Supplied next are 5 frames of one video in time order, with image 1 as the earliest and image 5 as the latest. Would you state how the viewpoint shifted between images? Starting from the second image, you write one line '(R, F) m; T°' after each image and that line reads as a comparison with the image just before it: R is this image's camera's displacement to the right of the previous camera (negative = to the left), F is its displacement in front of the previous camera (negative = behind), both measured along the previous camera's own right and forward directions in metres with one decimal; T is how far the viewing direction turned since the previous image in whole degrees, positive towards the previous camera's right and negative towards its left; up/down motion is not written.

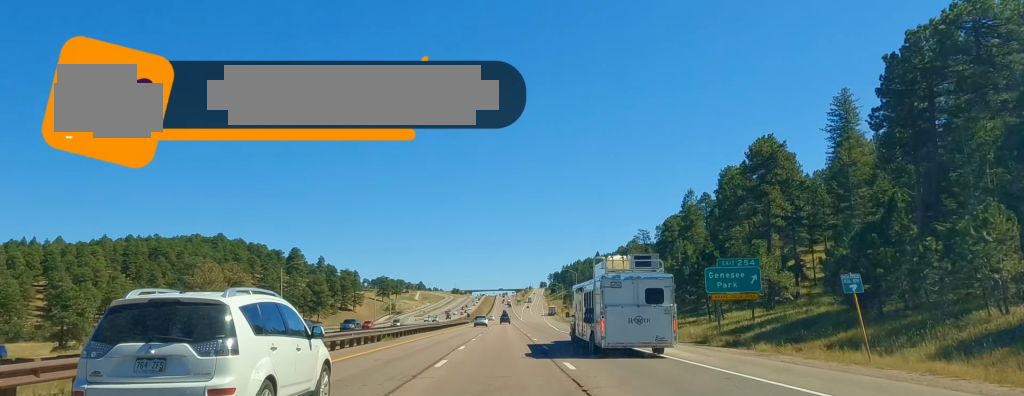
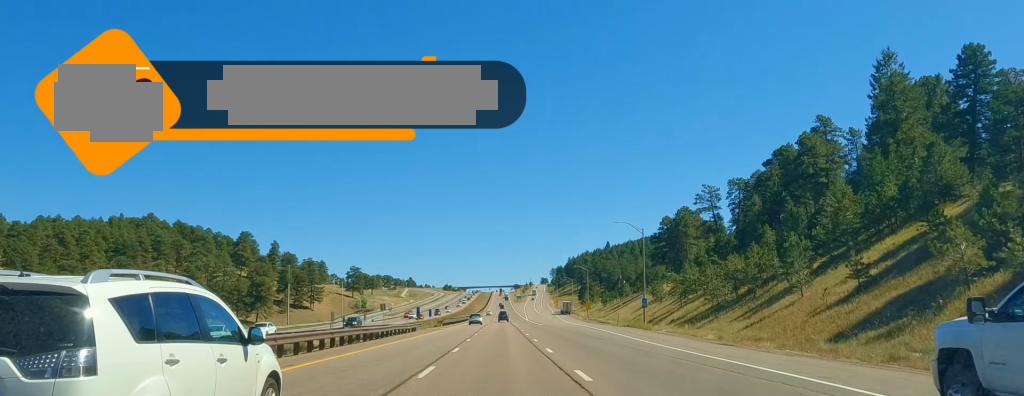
(+0.9, +87.4) m; 0°
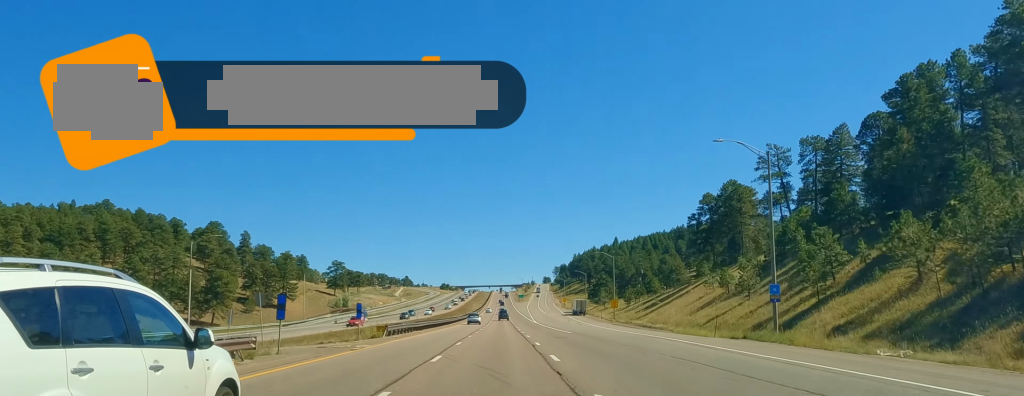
(-0.9, +42.3) m; 0°
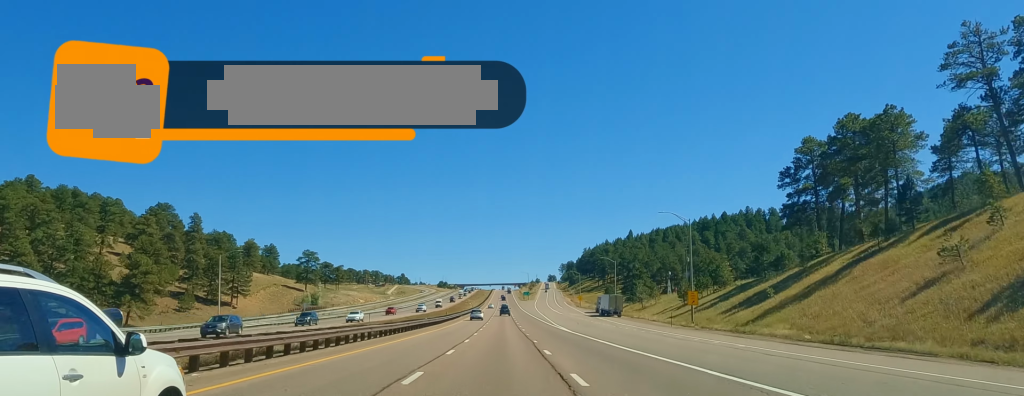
(+0.9, +55.1) m; 0°
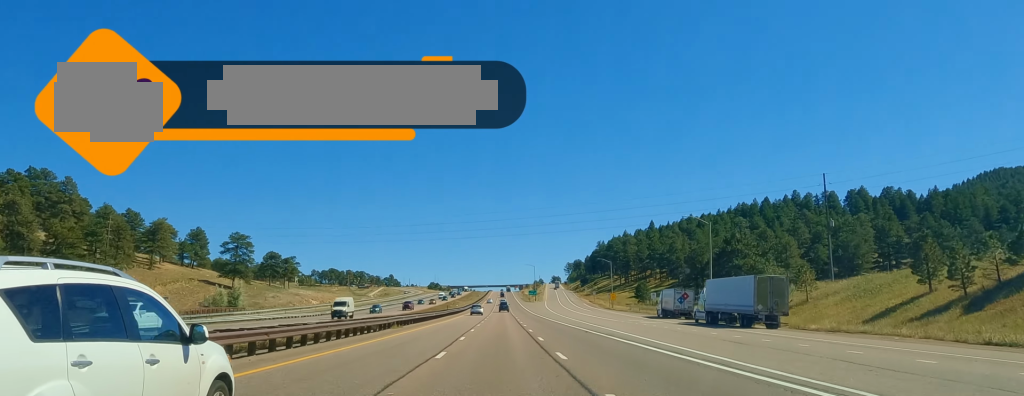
(-0.8, +78.1) m; -1°
